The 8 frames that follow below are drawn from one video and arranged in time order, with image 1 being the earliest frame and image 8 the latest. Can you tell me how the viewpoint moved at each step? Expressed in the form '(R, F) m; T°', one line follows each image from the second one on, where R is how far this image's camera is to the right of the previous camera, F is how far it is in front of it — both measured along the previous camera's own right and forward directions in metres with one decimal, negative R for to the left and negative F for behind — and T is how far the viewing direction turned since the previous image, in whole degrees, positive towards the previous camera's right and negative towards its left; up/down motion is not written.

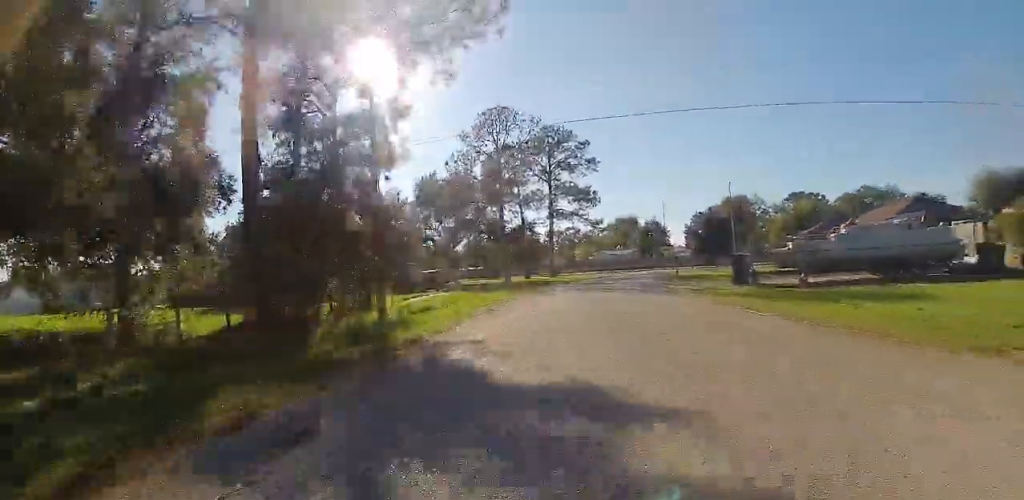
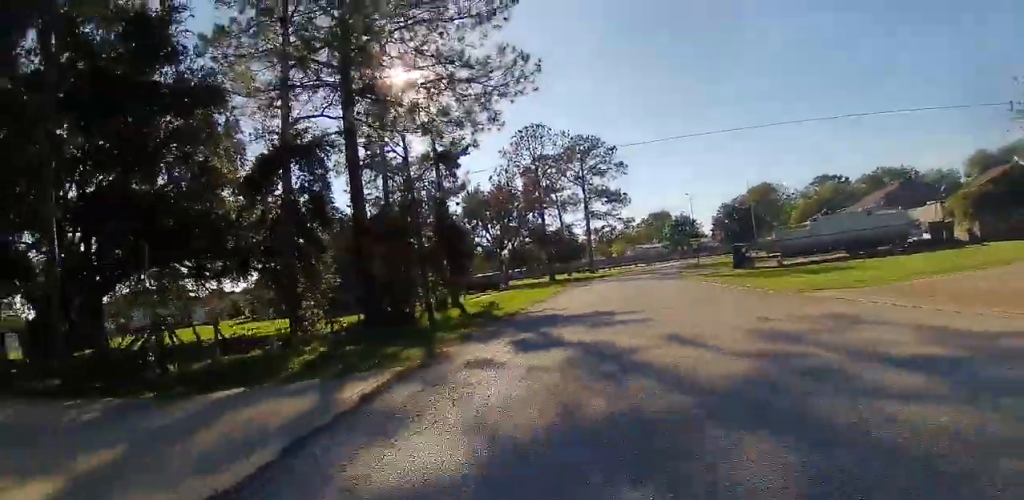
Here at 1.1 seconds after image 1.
(0.0, +5.7) m; +1°
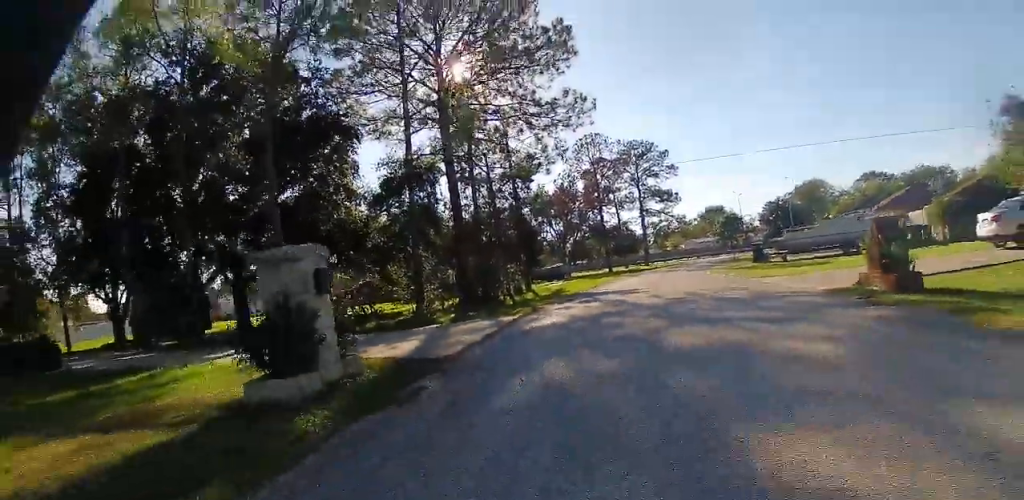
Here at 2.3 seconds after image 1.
(+0.1, +7.0) m; -5°
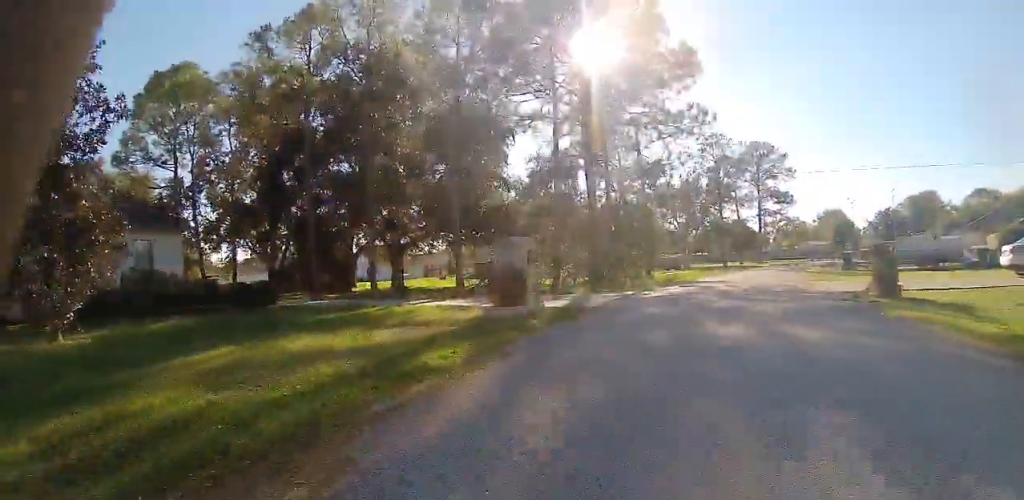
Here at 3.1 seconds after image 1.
(-0.5, +5.4) m; -6°
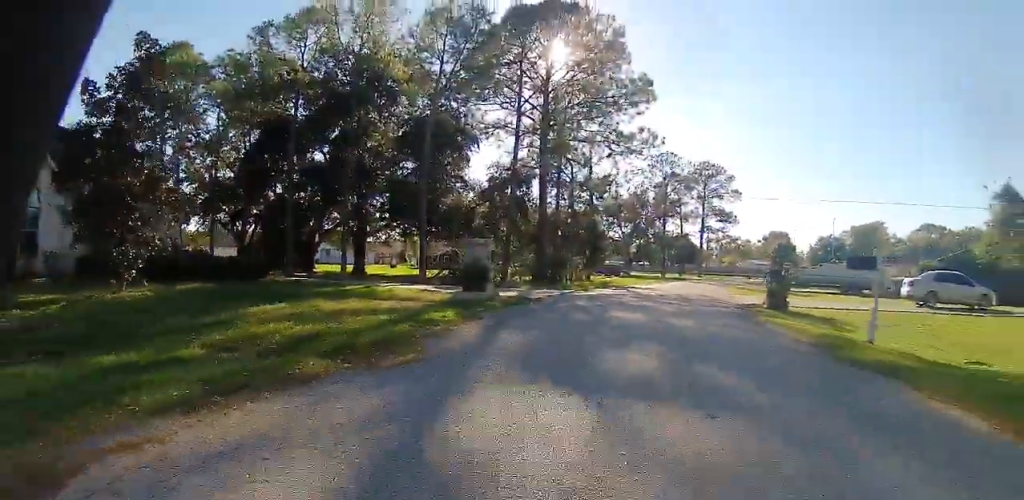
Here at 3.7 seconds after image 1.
(-0.1, +3.9) m; -3°
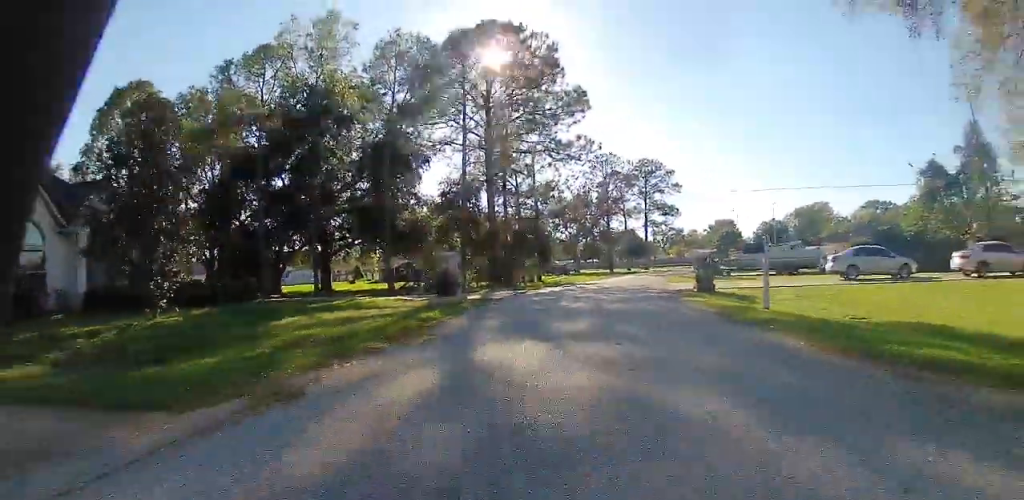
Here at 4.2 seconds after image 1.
(0.0, +3.3) m; -2°
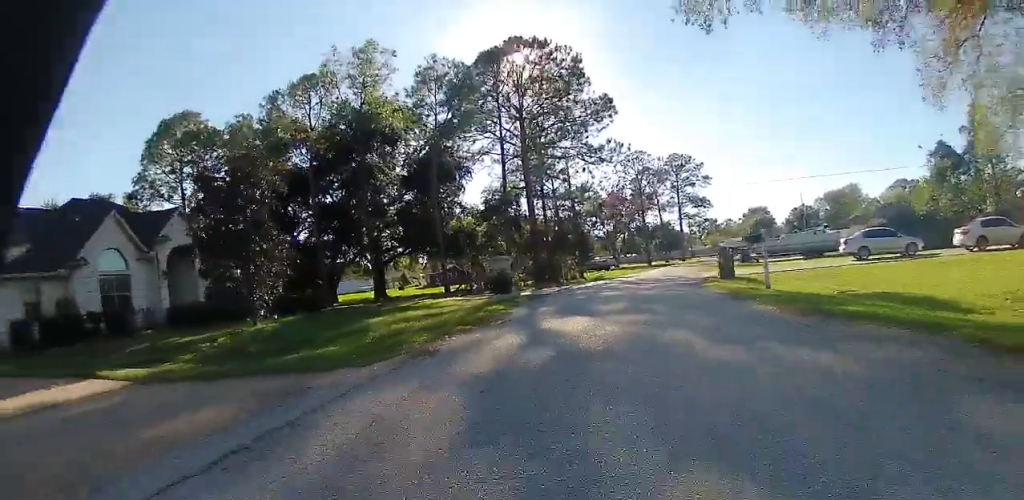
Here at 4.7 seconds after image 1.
(-0.1, +3.5) m; -1°
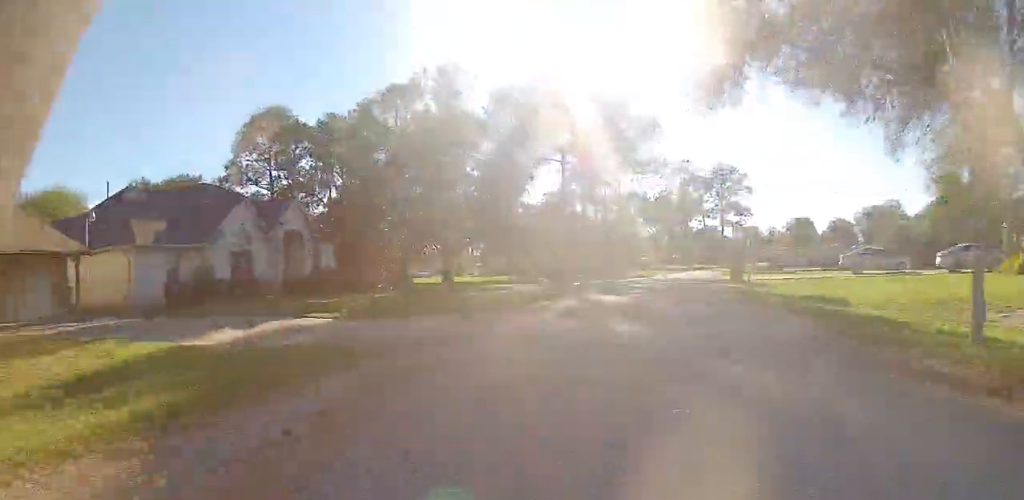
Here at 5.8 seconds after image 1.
(-0.2, +7.4) m; -1°
